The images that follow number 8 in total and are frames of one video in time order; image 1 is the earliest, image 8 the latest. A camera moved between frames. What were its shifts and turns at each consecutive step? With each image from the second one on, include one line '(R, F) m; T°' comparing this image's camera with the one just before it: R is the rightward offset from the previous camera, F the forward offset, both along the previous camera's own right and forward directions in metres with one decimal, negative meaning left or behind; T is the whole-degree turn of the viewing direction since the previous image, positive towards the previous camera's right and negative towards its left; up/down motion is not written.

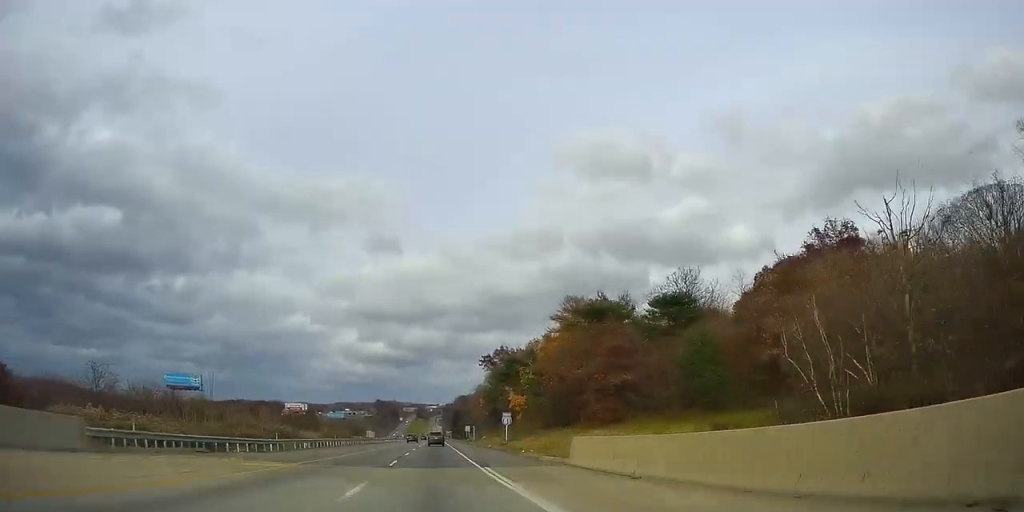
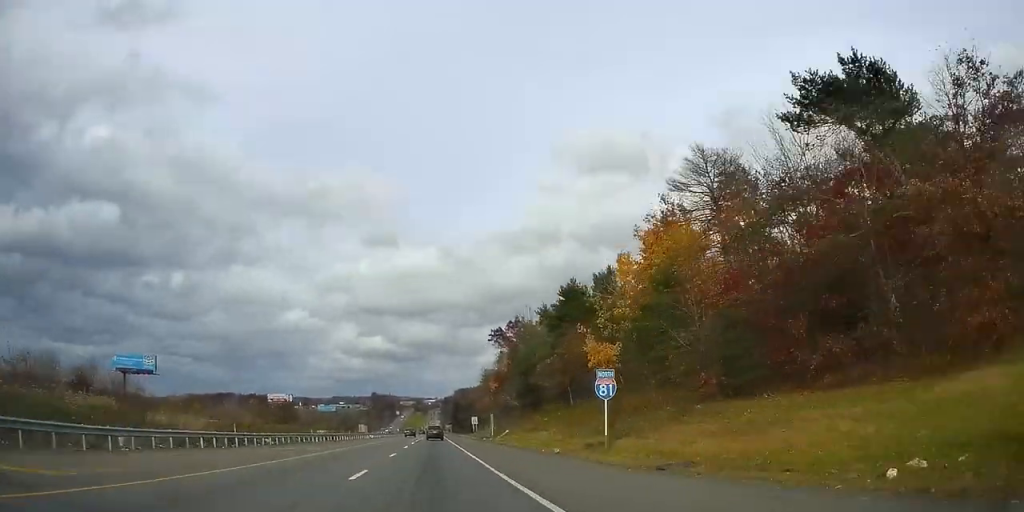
(+0.1, +36.5) m; 0°
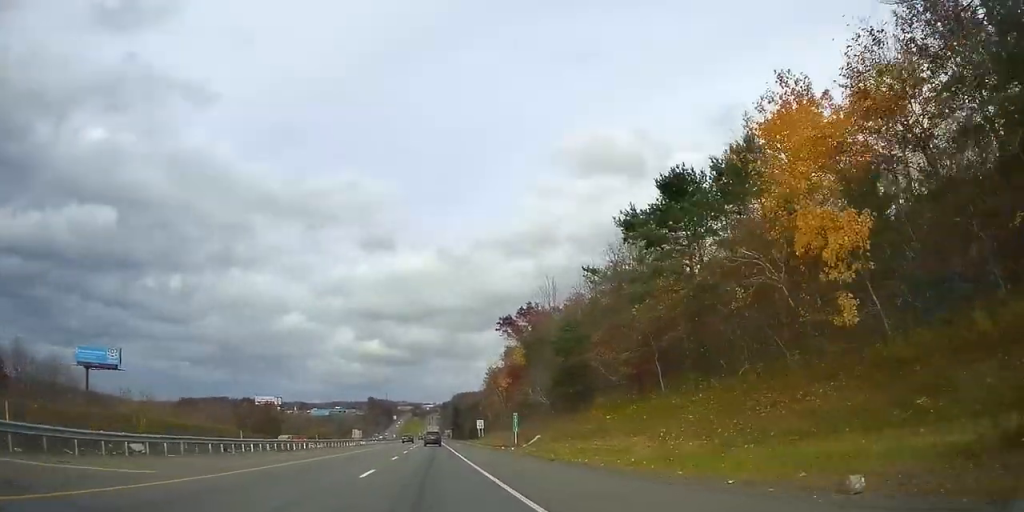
(+0.1, +21.6) m; 0°
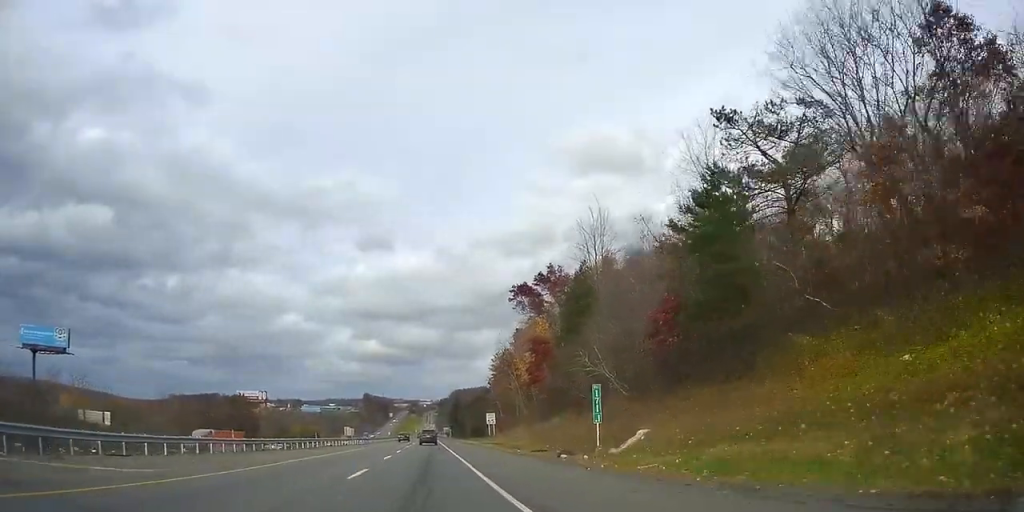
(-0.1, +25.1) m; 0°
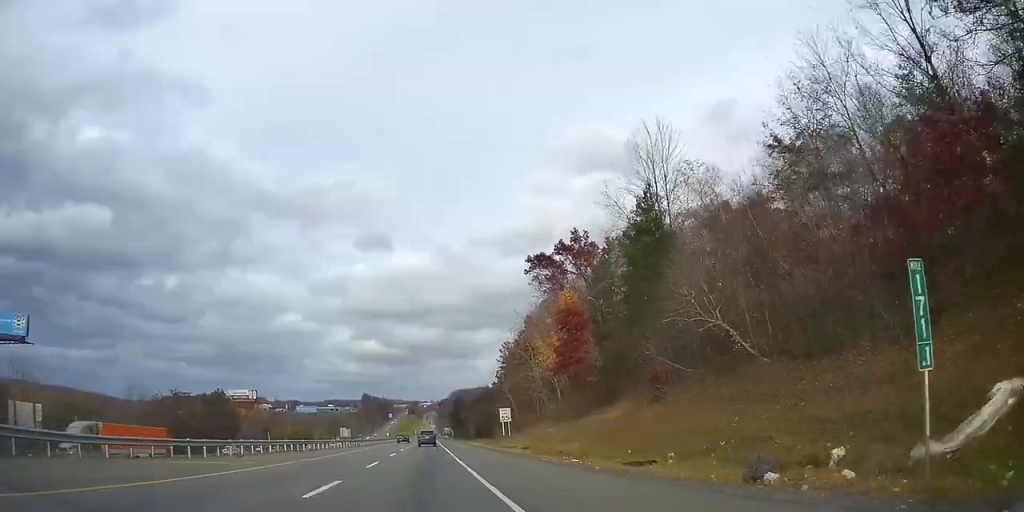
(+0.3, +17.0) m; 0°
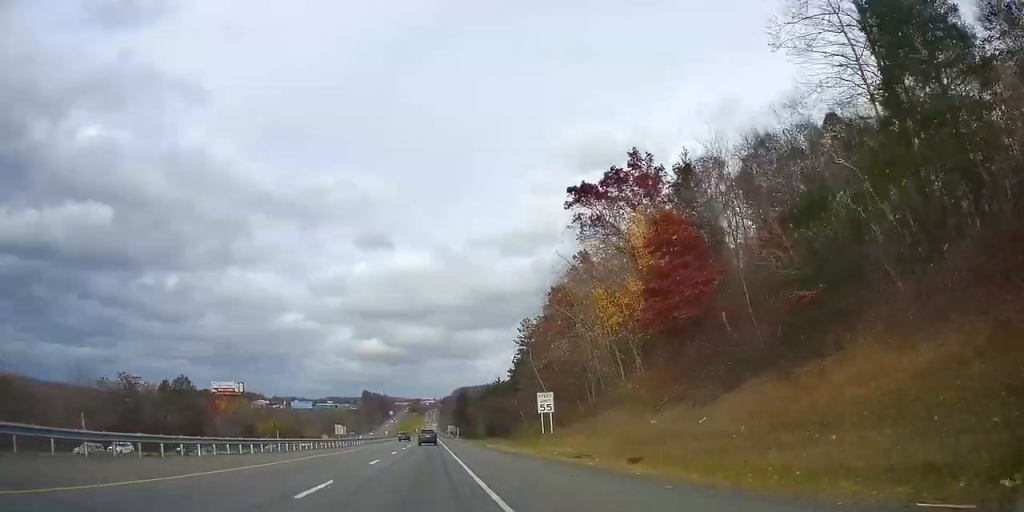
(-0.1, +23.5) m; 0°
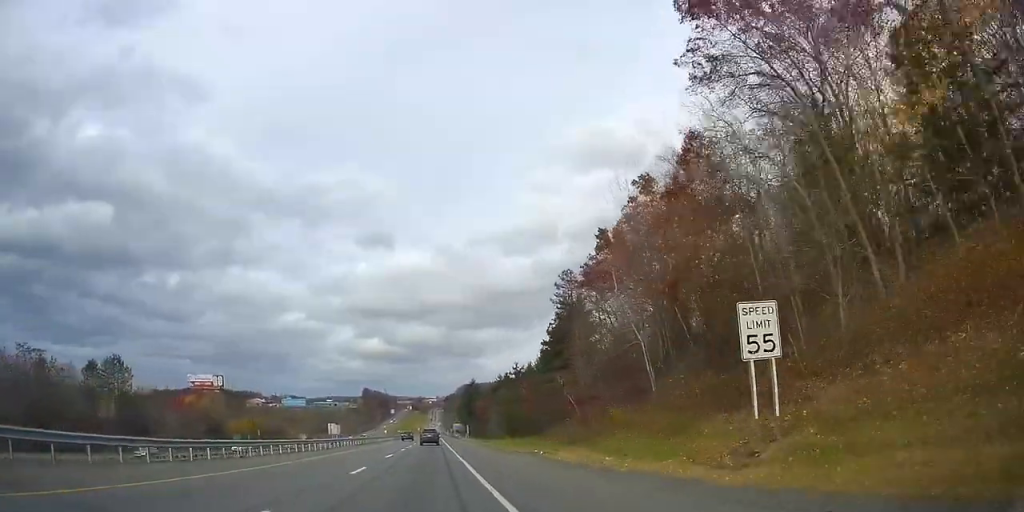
(-0.1, +29.9) m; 0°
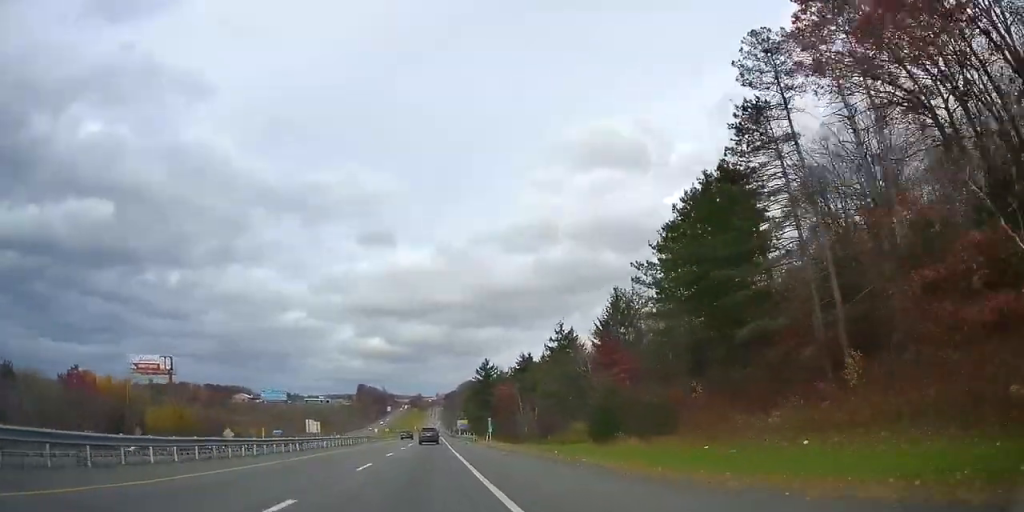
(+0.4, +47.9) m; 0°
